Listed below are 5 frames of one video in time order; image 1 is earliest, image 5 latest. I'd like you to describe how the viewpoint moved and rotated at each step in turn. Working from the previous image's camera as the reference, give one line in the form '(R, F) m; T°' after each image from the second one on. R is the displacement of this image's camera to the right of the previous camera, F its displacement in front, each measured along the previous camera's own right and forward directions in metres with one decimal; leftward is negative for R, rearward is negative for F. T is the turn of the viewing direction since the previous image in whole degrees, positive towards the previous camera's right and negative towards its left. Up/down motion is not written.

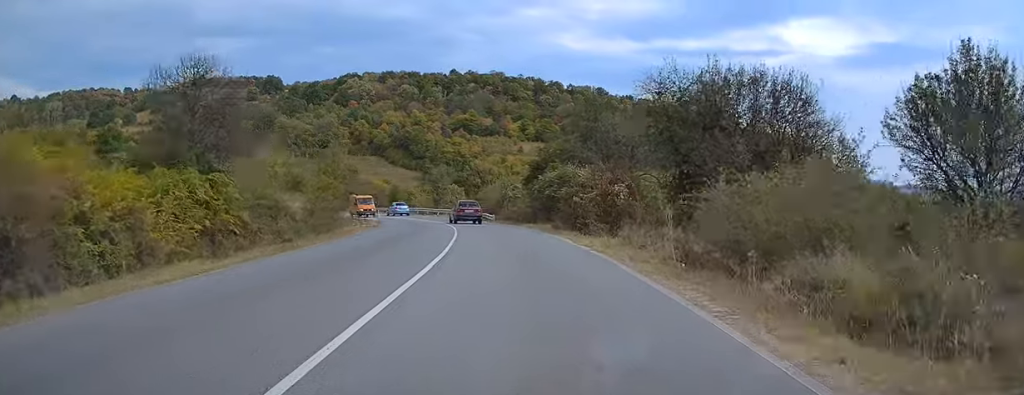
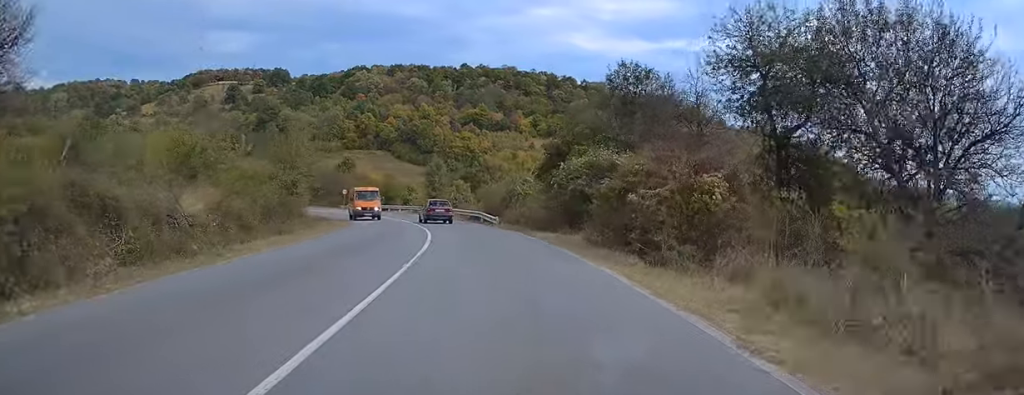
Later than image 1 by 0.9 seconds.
(0.0, +11.5) m; -2°
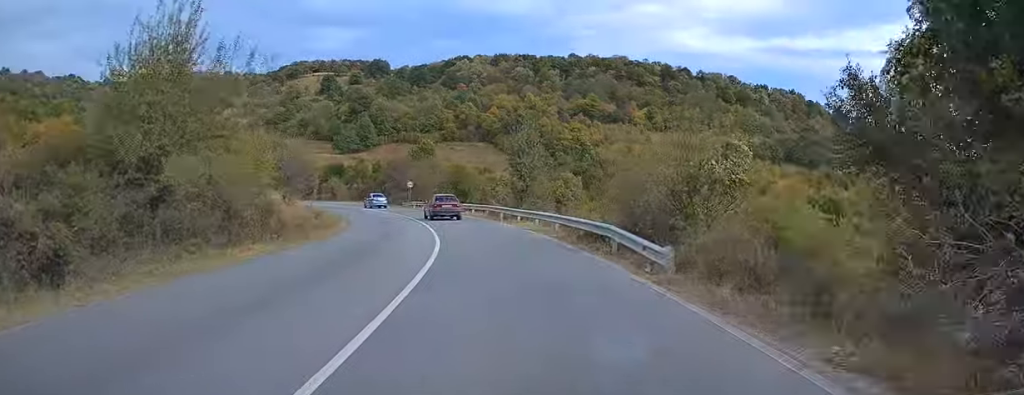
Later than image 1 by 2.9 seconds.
(-1.7, +24.4) m; -8°
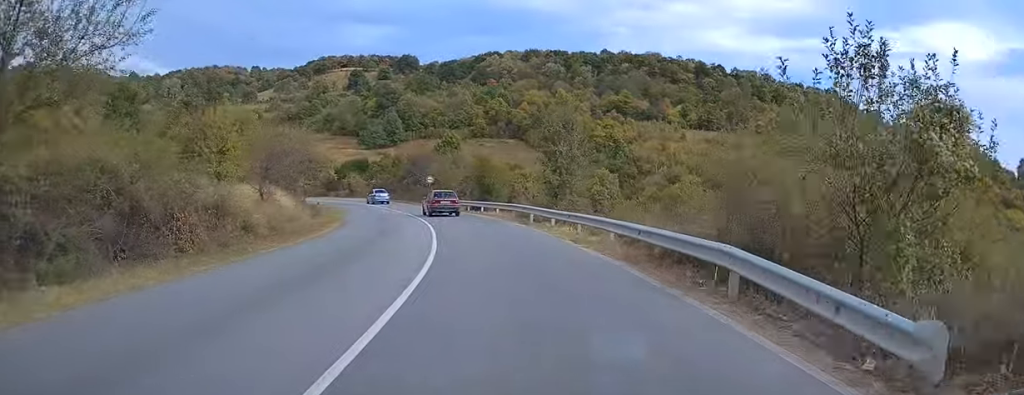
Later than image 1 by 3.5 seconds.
(-0.2, +7.4) m; -2°
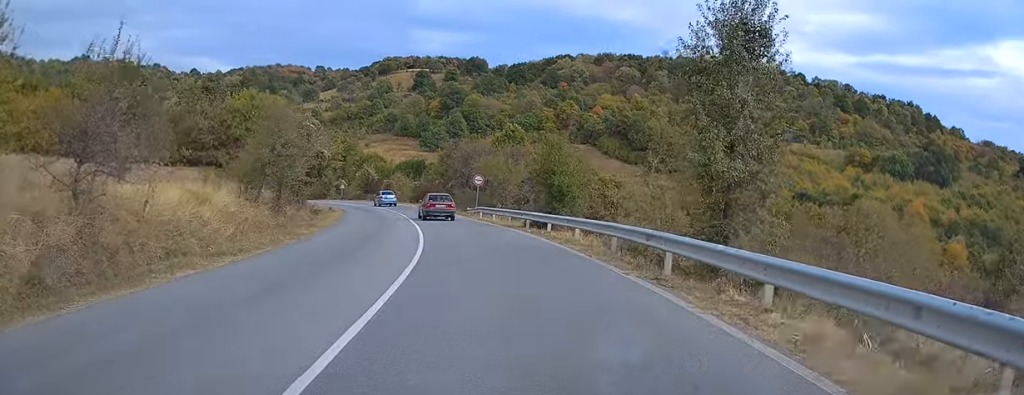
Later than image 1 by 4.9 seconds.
(-0.9, +17.1) m; -8°
